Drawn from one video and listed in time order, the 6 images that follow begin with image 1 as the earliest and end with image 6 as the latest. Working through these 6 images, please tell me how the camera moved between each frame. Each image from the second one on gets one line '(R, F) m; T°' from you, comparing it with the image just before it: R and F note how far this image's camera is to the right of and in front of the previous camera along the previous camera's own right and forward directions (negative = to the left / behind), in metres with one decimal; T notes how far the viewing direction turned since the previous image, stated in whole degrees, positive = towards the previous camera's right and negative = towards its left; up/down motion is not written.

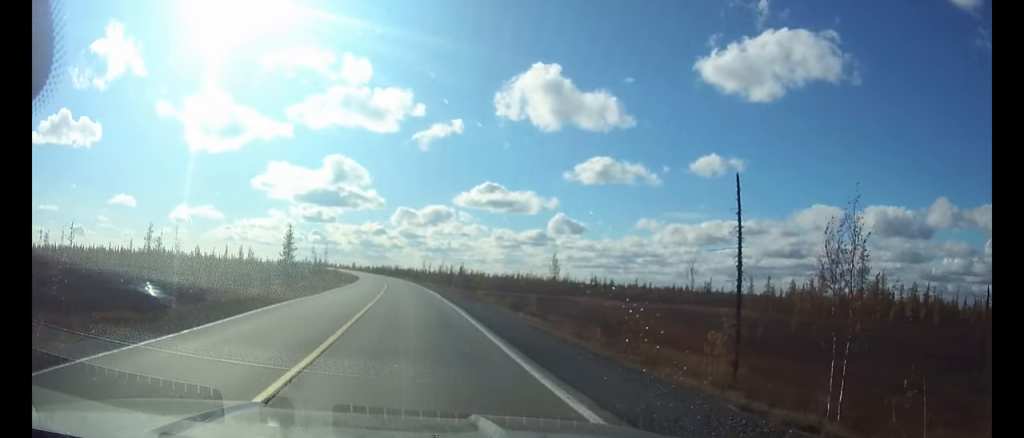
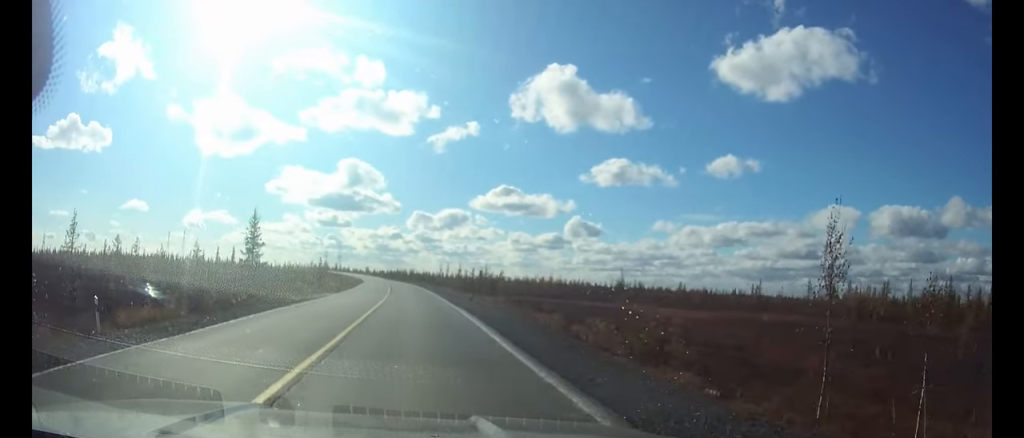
(-0.2, +21.3) m; -1°
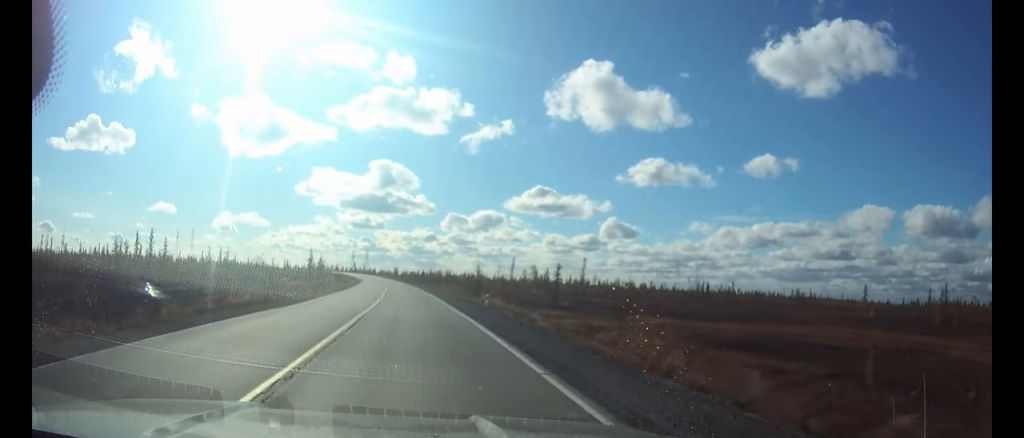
(-2.1, +69.4) m; -4°
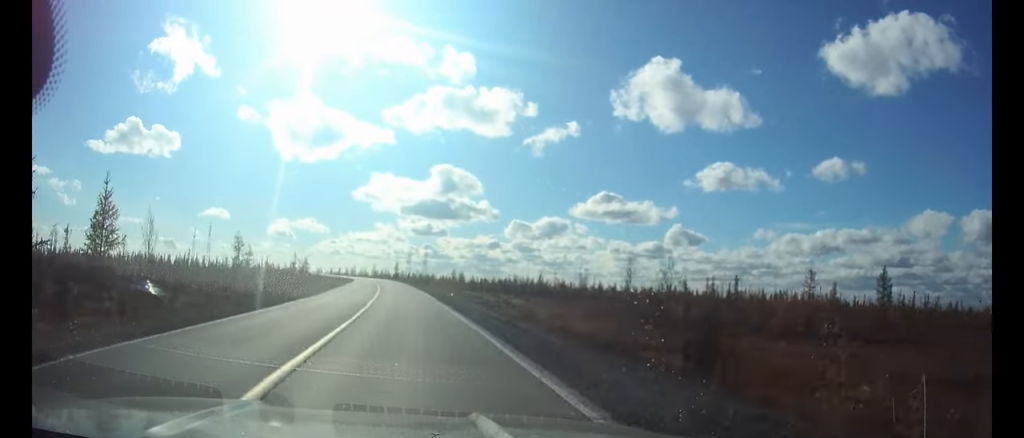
(-6.5, +115.5) m; -7°
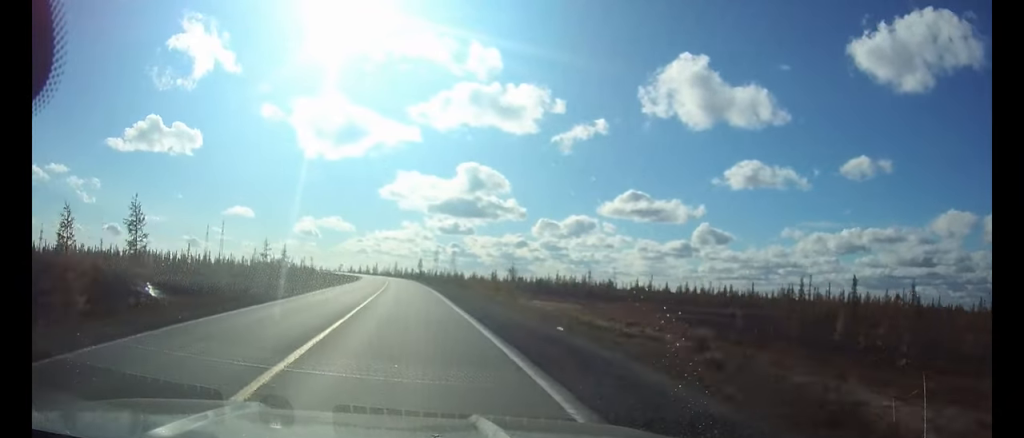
(-0.8, +31.2) m; -2°
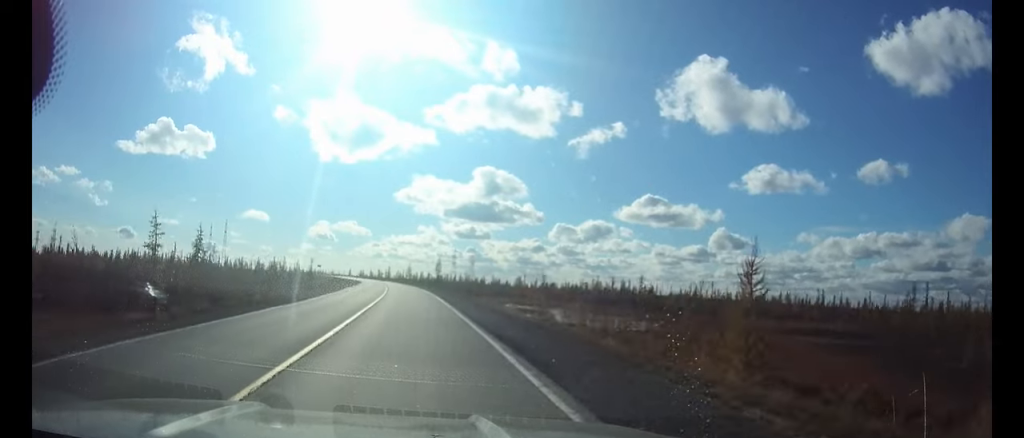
(-0.6, +34.1) m; -2°
